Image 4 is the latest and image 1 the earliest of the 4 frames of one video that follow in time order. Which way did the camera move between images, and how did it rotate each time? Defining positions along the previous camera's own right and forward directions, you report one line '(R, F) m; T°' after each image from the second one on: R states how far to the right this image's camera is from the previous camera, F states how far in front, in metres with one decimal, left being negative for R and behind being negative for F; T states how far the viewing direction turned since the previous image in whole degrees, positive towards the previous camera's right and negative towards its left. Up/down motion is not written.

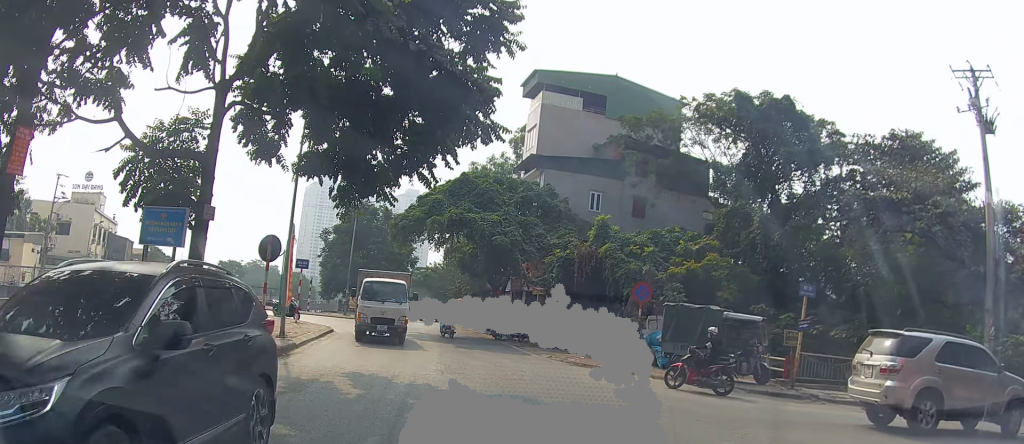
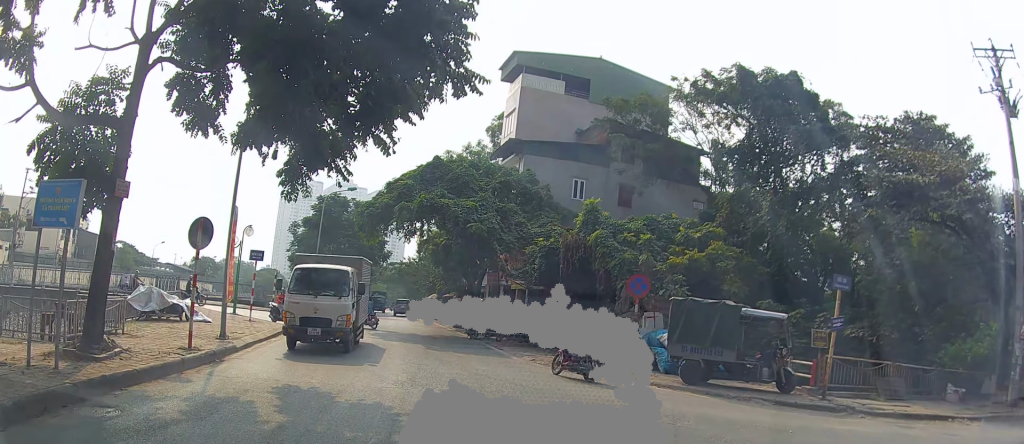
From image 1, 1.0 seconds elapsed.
(+0.3, +4.0) m; +14°
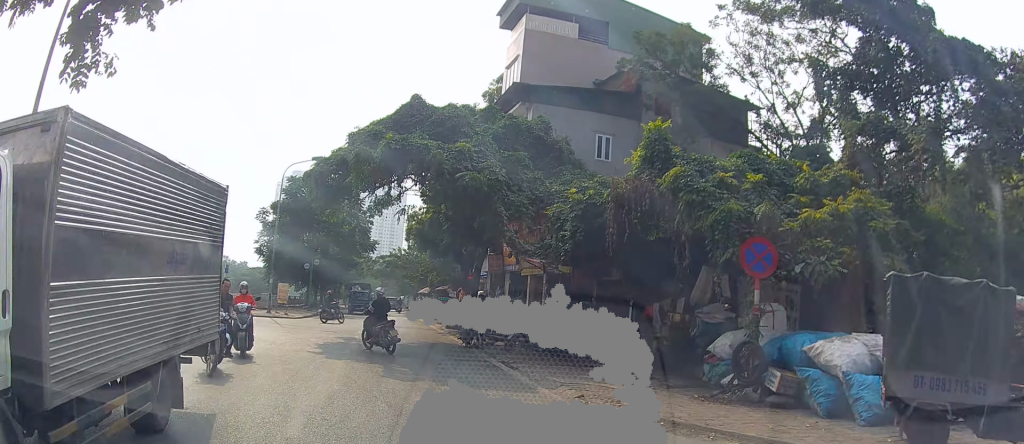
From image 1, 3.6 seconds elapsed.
(+2.7, +9.2) m; +15°
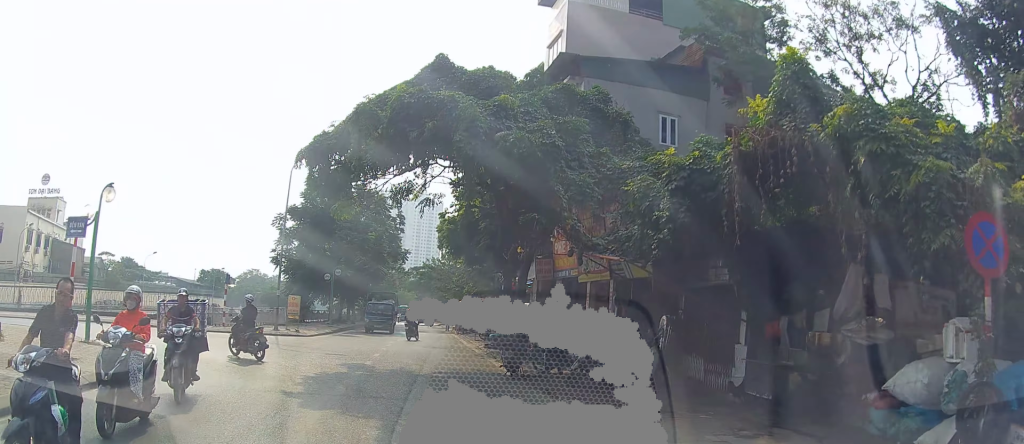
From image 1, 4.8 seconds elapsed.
(-0.2, +4.6) m; +1°
